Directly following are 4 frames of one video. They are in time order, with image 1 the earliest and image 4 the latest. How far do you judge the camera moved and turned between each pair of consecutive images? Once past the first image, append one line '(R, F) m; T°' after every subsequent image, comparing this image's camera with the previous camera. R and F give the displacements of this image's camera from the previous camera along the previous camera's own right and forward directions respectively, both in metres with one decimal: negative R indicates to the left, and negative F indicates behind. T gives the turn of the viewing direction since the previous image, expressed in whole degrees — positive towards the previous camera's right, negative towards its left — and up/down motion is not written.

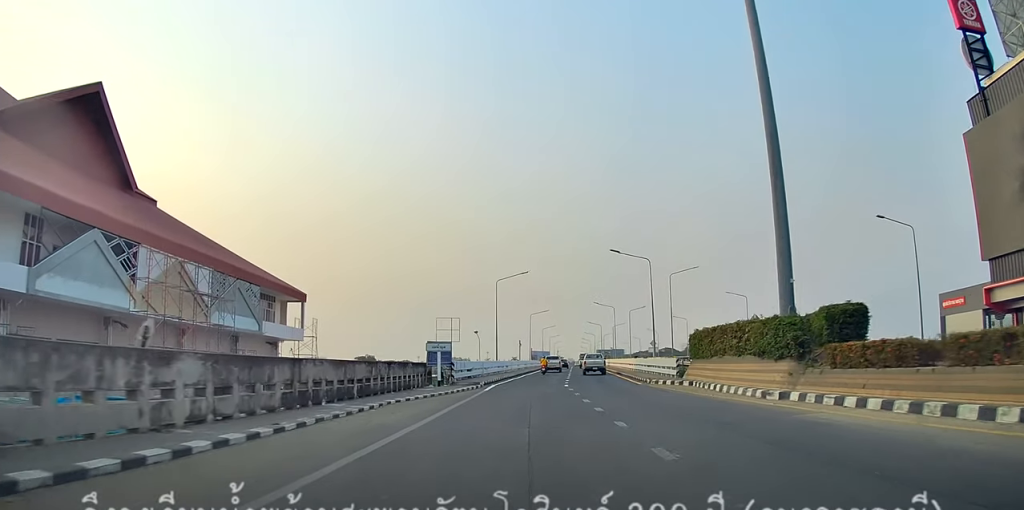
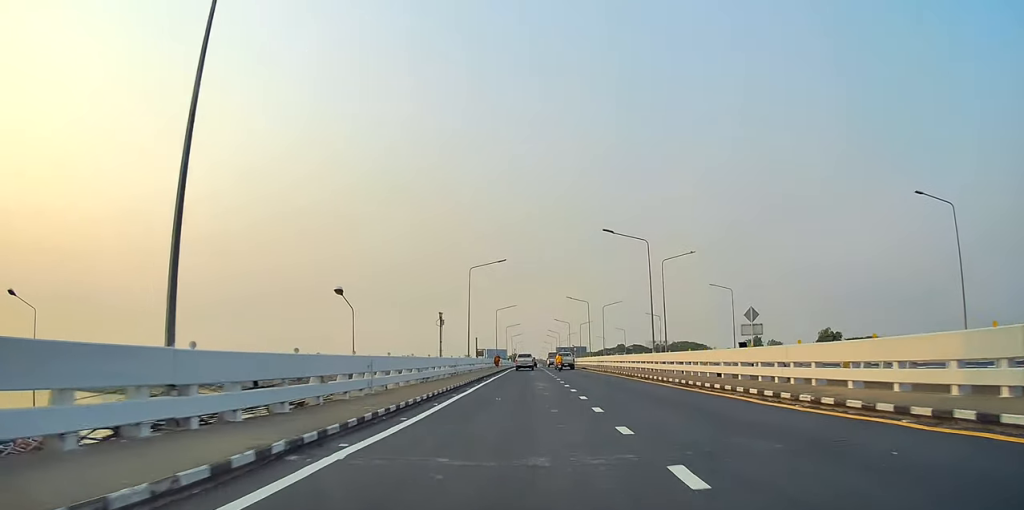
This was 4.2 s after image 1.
(-3.9, +49.0) m; -1°
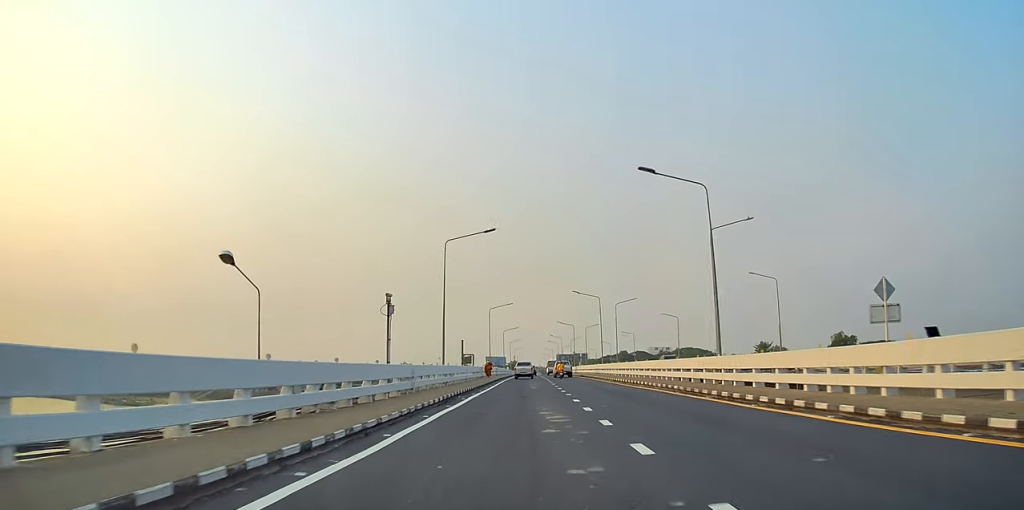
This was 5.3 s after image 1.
(+0.4, +14.2) m; +2°
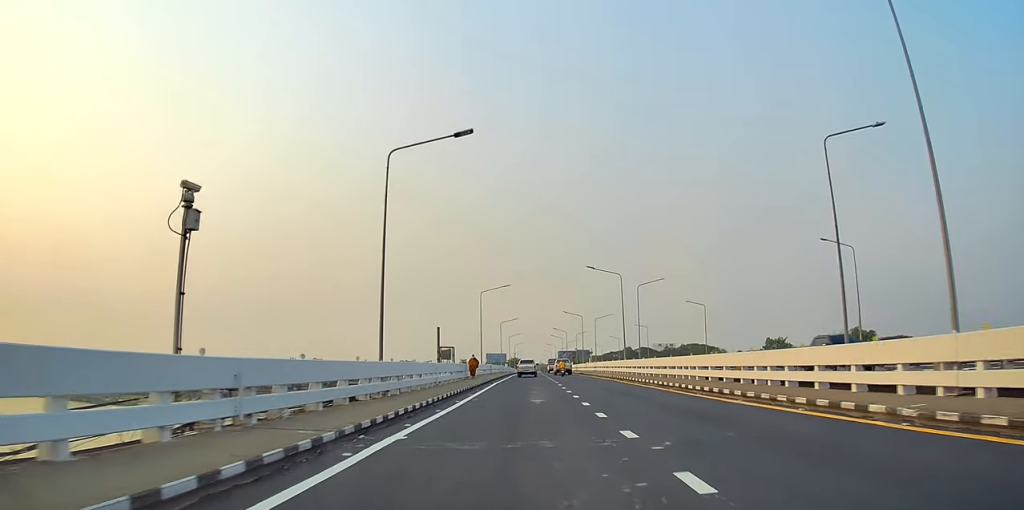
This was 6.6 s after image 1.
(0.0, +15.5) m; 0°
